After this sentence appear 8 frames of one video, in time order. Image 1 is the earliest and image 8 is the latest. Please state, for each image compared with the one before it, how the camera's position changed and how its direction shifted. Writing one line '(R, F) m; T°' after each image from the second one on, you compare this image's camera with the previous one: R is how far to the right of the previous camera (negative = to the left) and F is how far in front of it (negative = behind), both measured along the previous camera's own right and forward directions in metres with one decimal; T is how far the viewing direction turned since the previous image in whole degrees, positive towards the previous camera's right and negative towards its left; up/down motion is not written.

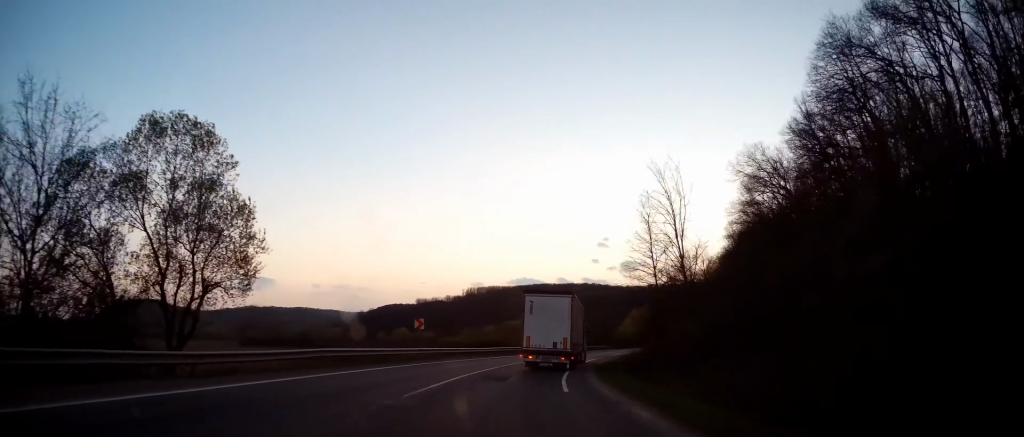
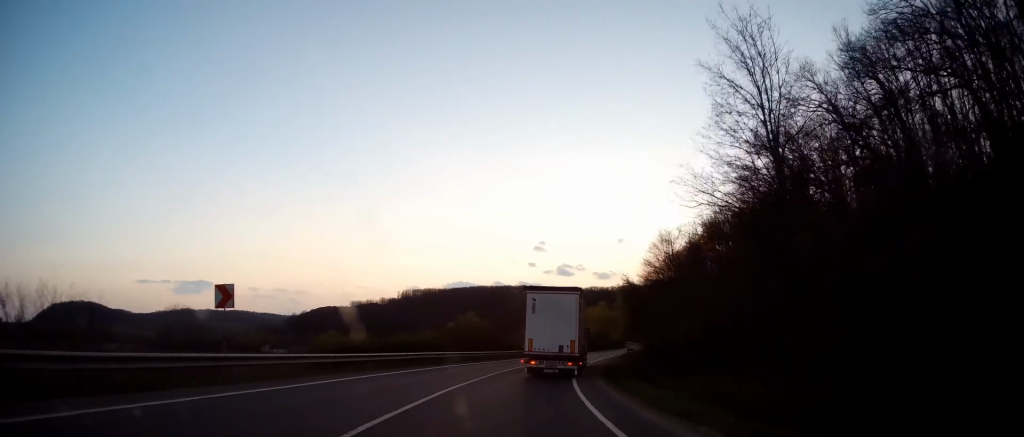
(+1.1, +19.1) m; +7°
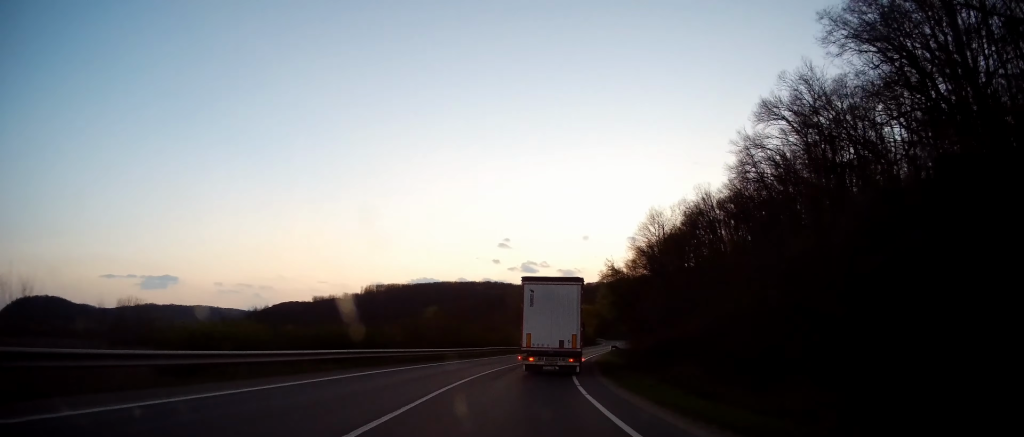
(+0.4, +10.0) m; +4°
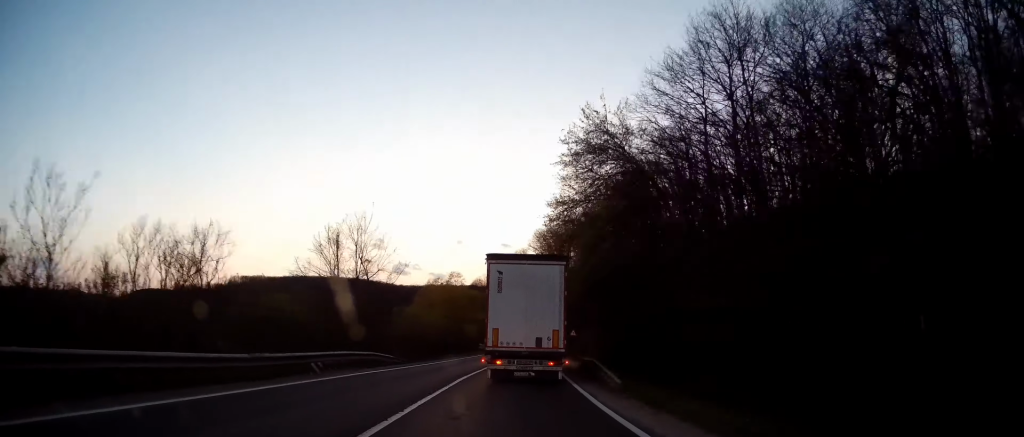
(+5.7, +42.1) m; +14°
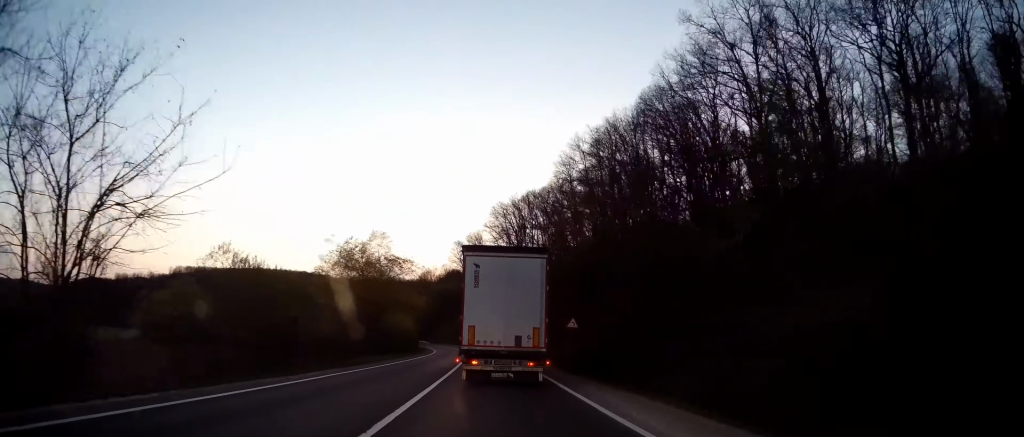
(+1.2, +27.2) m; +5°
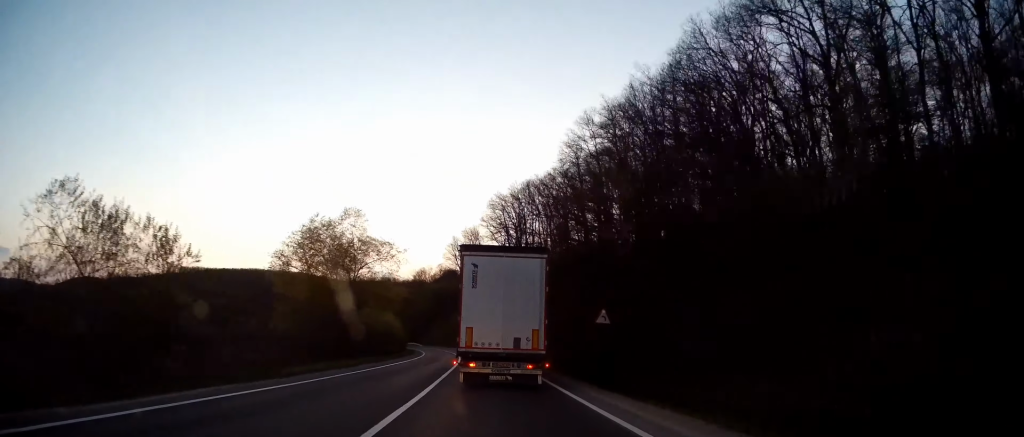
(+0.3, +9.4) m; +2°
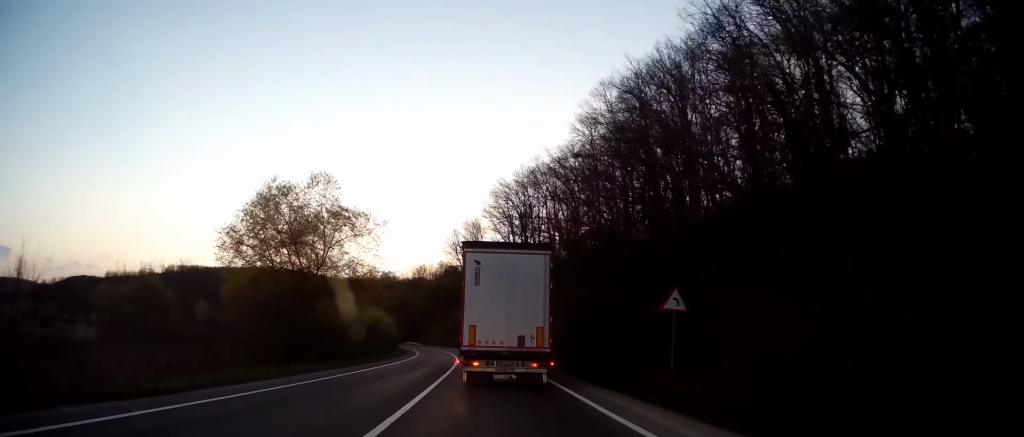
(+0.1, +8.7) m; +2°
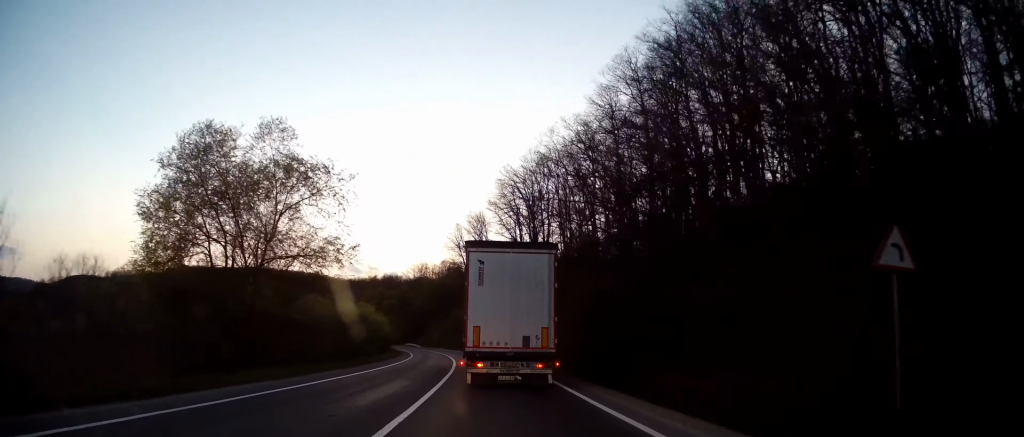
(+0.2, +8.7) m; 0°
